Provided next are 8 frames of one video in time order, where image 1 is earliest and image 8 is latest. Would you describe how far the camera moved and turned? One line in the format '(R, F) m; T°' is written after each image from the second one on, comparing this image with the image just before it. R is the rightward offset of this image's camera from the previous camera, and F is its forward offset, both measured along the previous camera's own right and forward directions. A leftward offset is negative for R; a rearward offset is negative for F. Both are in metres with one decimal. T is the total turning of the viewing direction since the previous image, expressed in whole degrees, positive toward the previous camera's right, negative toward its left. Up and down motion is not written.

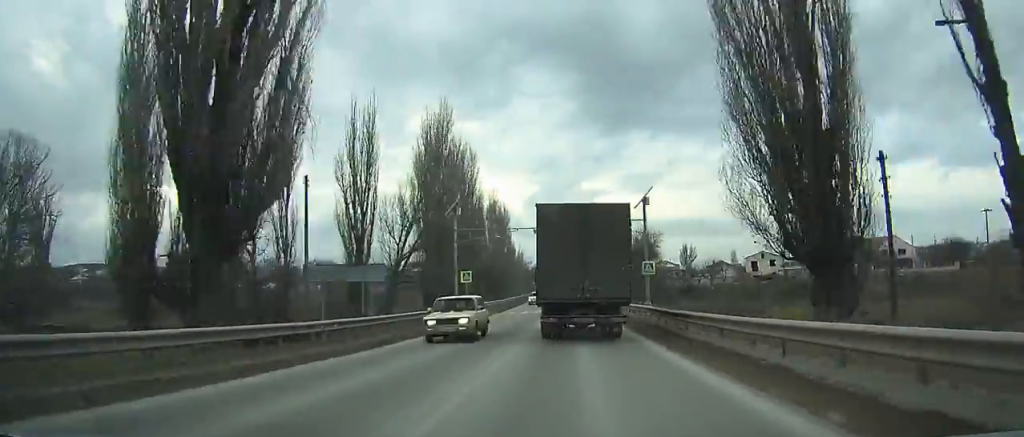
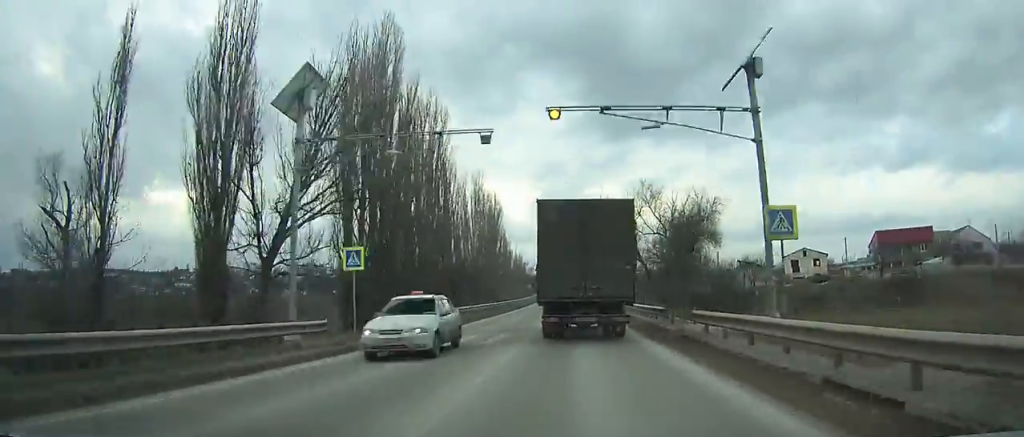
(-0.1, +25.6) m; 0°
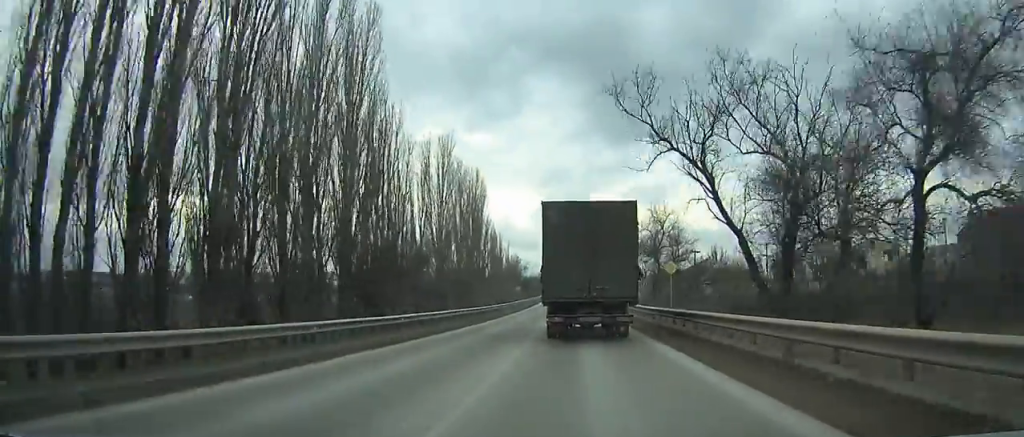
(-0.2, +29.1) m; 0°
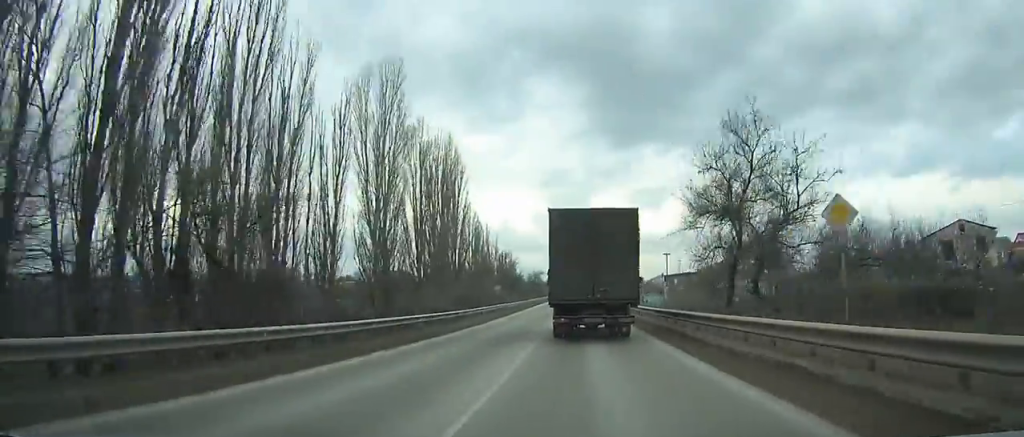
(0.0, +25.3) m; 0°
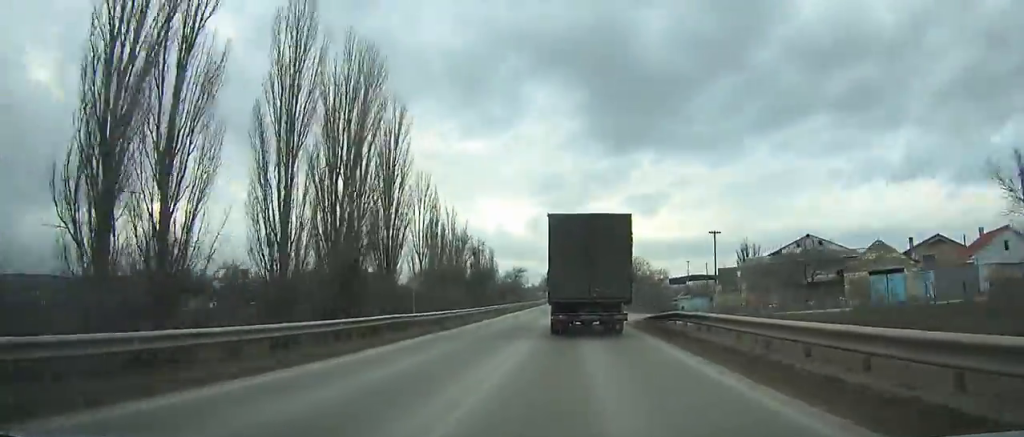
(+0.1, +32.4) m; 0°
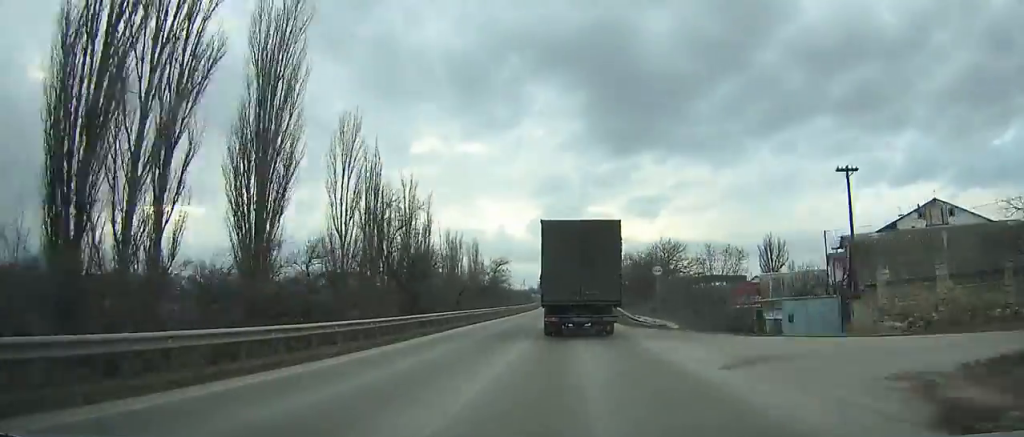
(0.0, +26.7) m; 0°
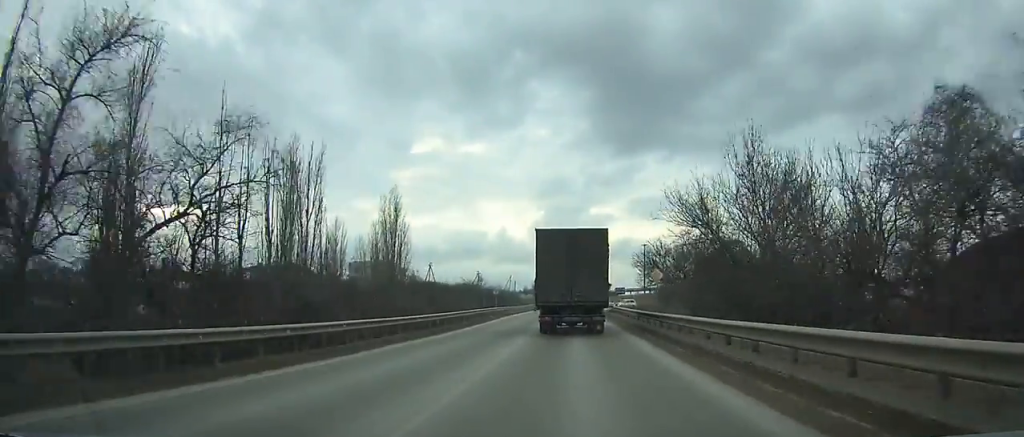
(0.0, +62.0) m; 0°
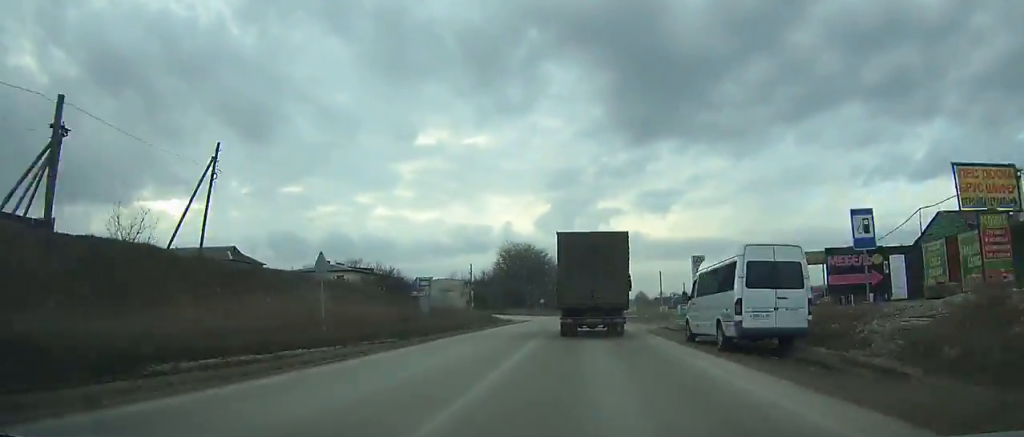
(+0.1, +183.1) m; +2°
